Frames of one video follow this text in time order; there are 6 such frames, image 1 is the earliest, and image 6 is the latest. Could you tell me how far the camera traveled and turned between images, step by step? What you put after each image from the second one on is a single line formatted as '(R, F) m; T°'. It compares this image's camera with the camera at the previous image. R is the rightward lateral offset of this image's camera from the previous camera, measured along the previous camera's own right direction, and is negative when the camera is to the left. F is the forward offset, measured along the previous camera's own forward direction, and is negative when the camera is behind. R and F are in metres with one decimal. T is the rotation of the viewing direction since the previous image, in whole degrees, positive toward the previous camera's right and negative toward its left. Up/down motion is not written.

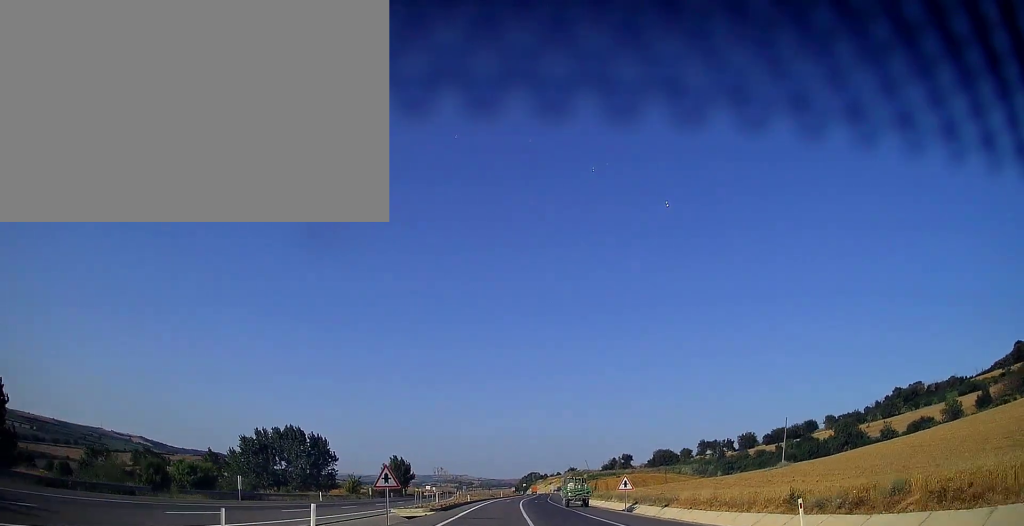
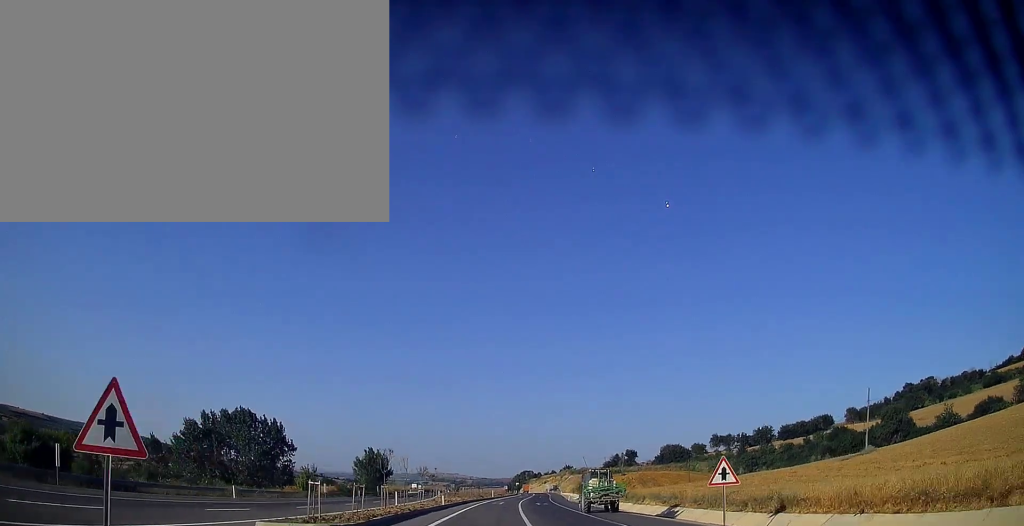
(+0.2, +20.6) m; +1°
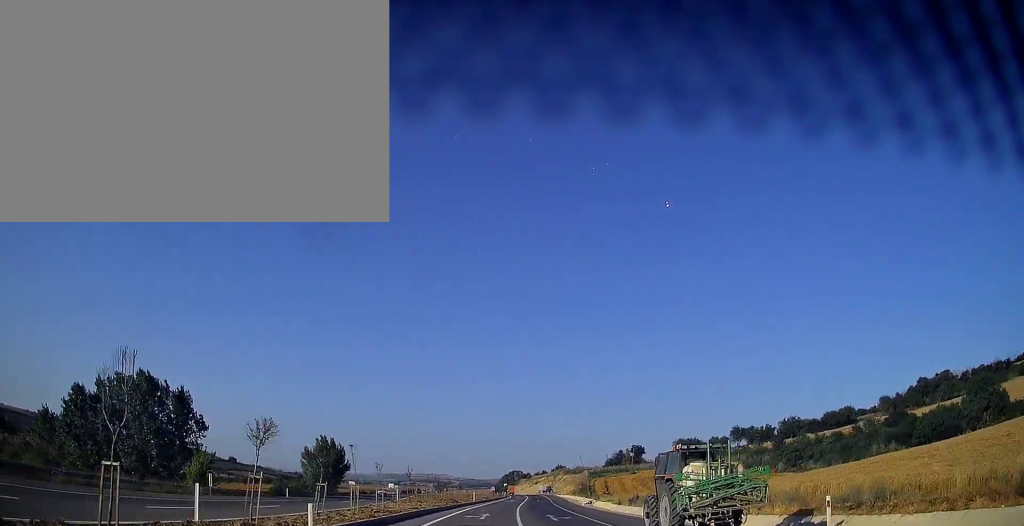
(+0.2, +27.6) m; +1°
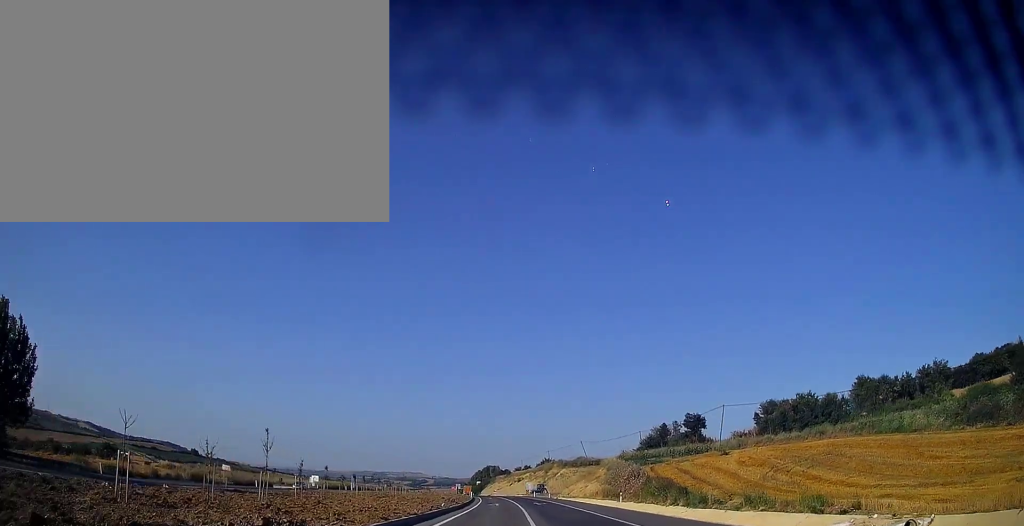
(+1.7, +72.8) m; +2°
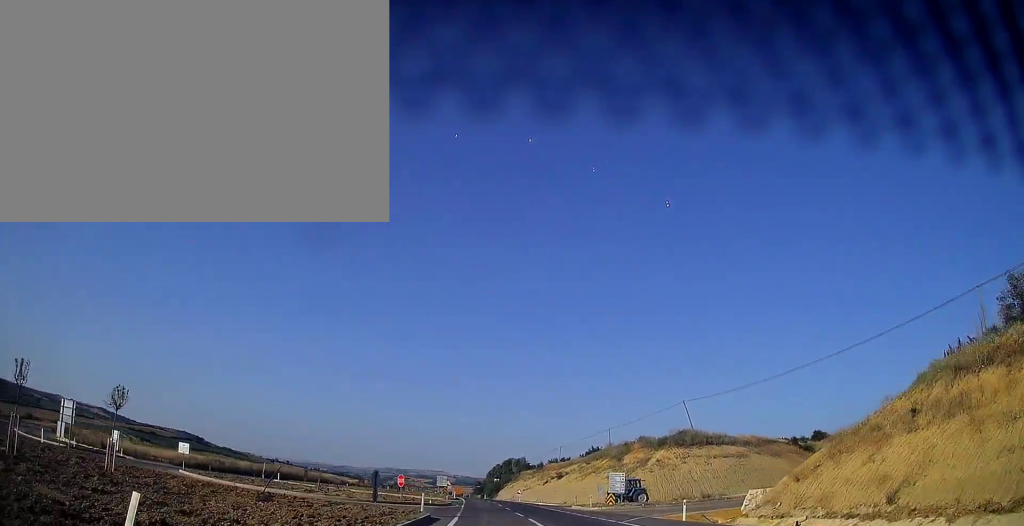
(-0.7, +84.6) m; -2°
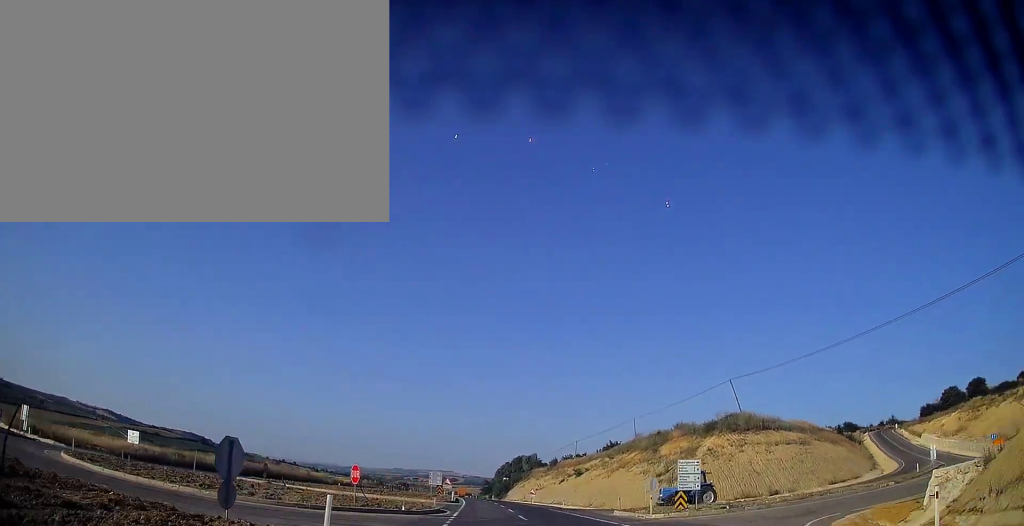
(-0.2, +16.7) m; -1°
